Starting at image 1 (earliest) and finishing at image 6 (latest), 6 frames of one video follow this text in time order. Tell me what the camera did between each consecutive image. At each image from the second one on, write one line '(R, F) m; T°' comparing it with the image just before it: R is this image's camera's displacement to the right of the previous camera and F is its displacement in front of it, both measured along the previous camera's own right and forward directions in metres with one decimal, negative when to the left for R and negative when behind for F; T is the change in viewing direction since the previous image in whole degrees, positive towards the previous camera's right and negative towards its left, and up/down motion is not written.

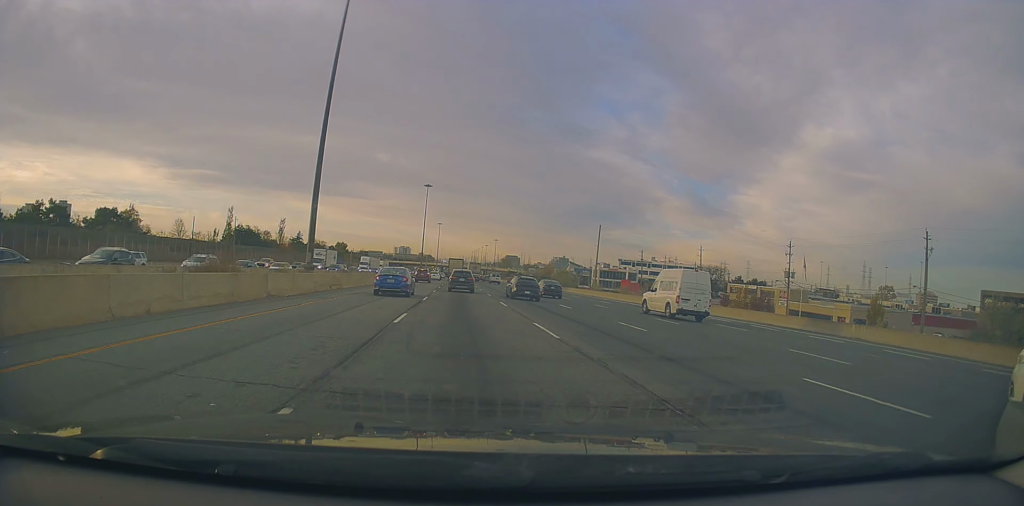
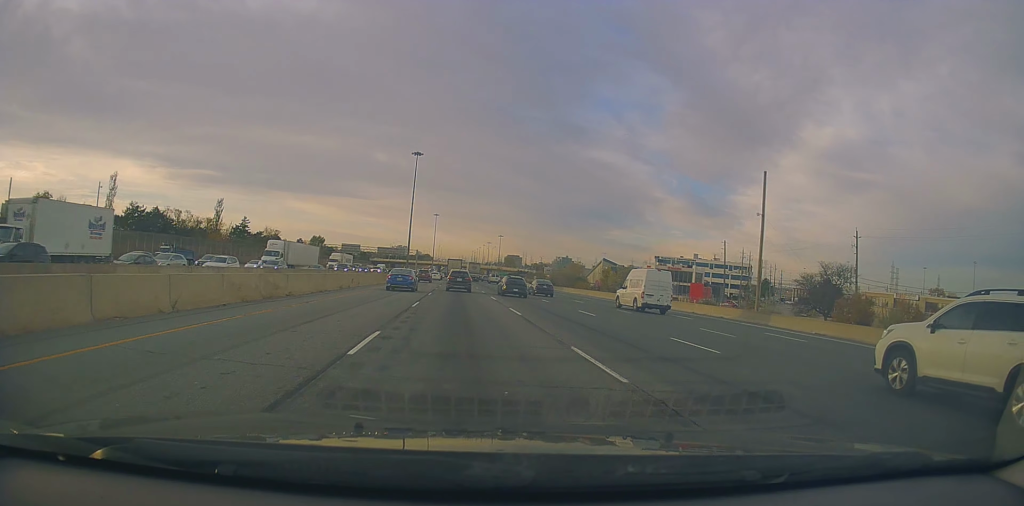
(-0.5, +52.0) m; +1°
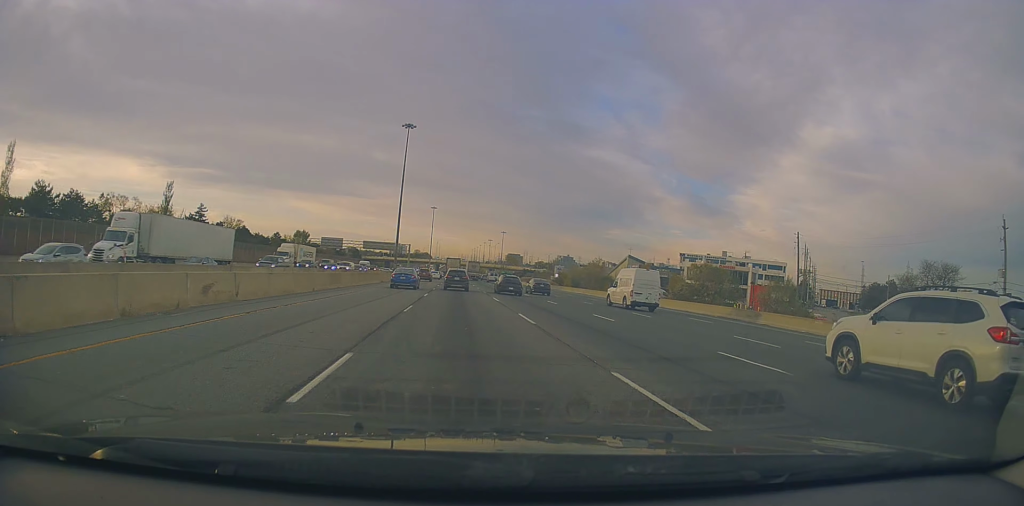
(+0.3, +26.7) m; -1°
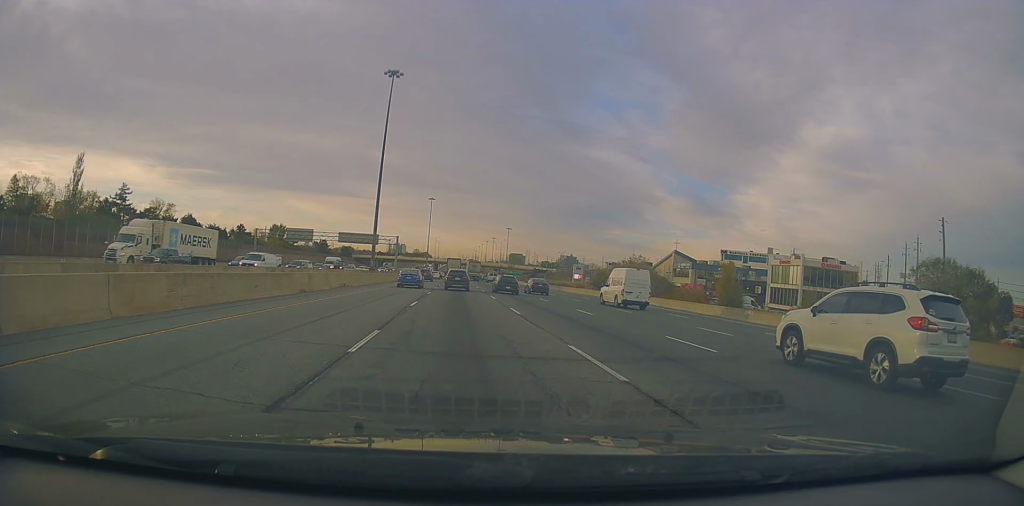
(-0.5, +32.3) m; 0°
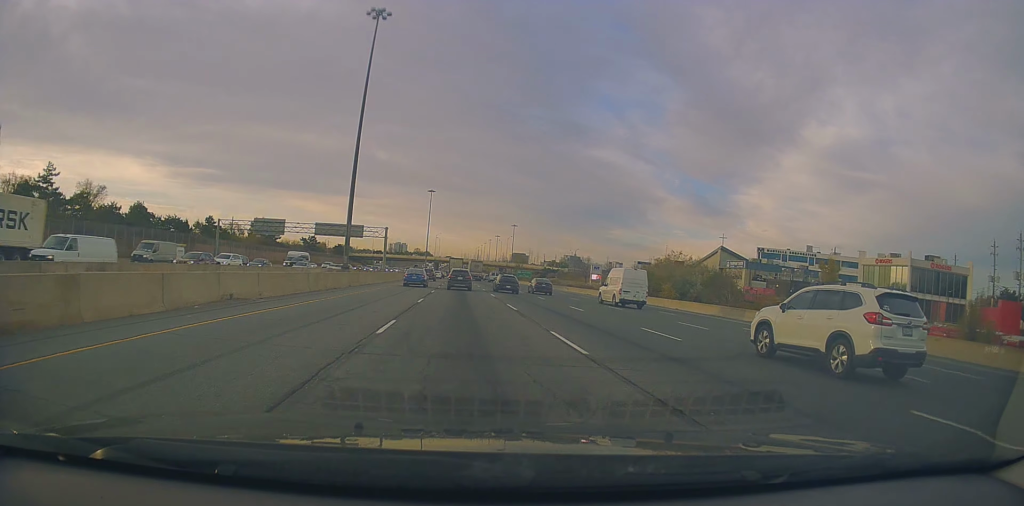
(+0.2, +21.3) m; +1°
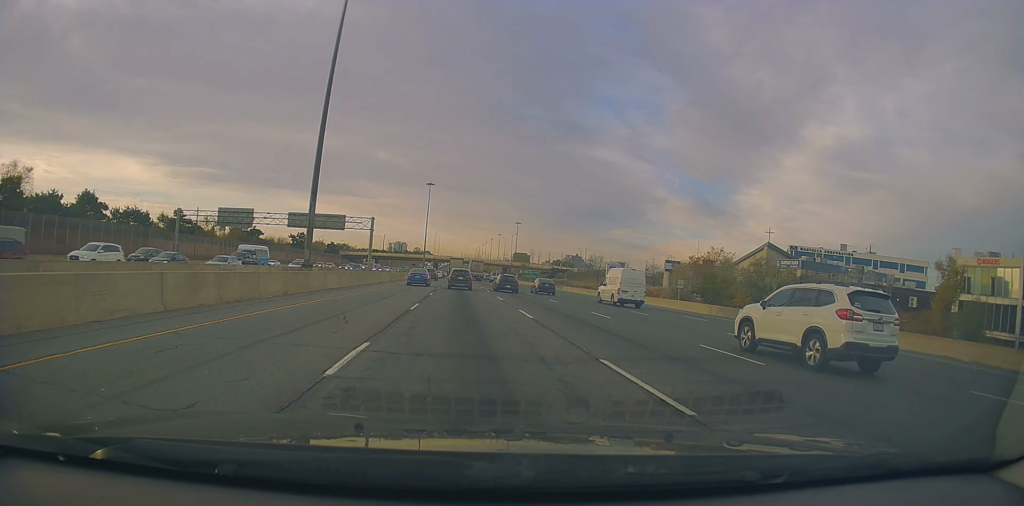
(+0.3, +16.9) m; -1°
